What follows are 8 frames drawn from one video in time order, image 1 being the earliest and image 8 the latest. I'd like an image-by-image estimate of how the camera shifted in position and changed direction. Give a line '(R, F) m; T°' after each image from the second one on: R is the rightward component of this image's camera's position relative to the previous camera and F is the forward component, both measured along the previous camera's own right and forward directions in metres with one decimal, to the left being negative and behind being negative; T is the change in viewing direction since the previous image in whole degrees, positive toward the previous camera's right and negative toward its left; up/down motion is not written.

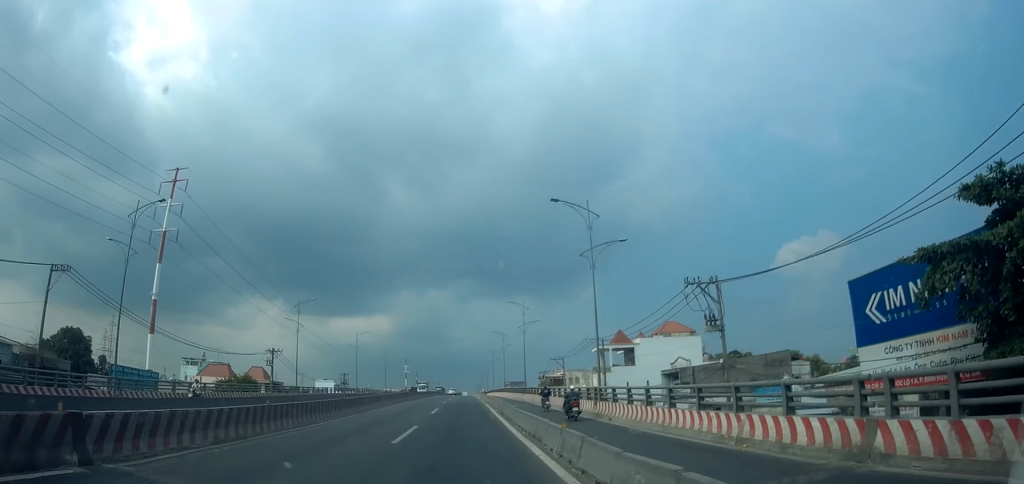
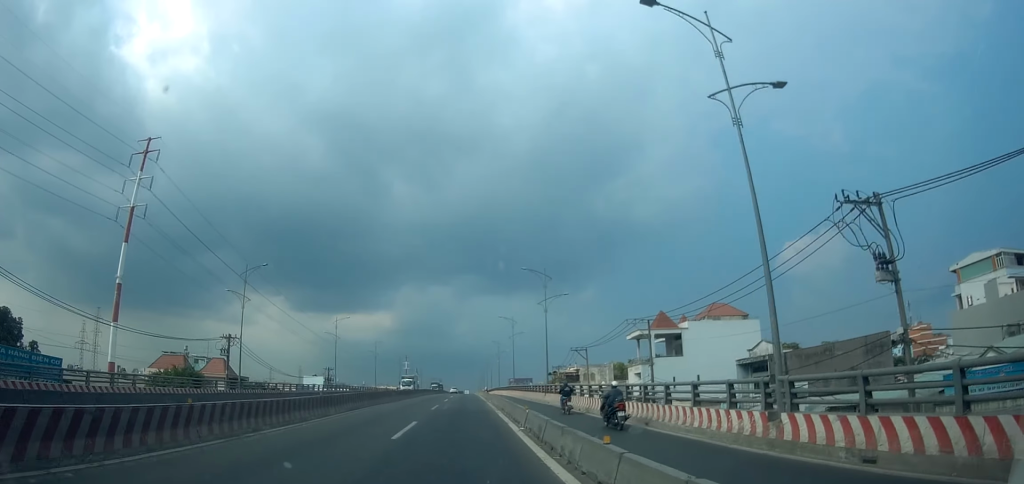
(0.0, +14.6) m; +1°
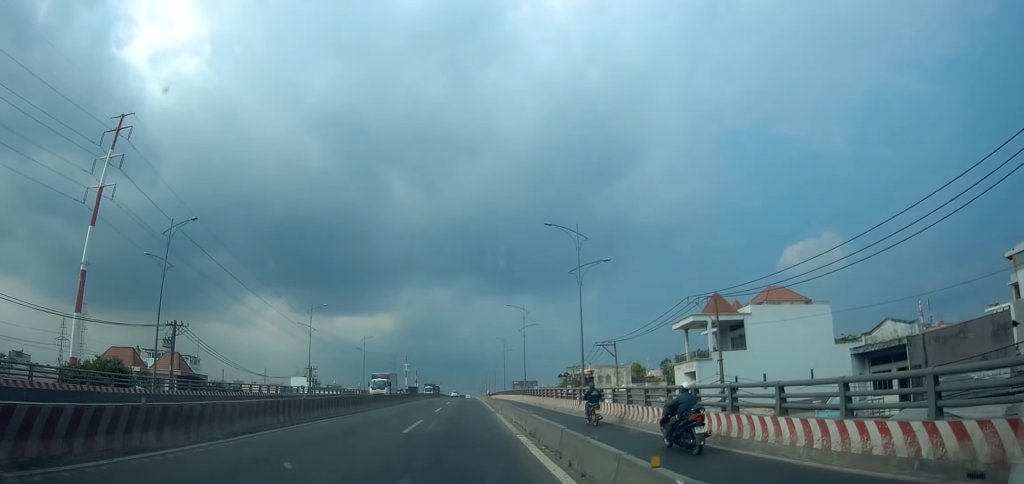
(-0.2, +12.3) m; +2°
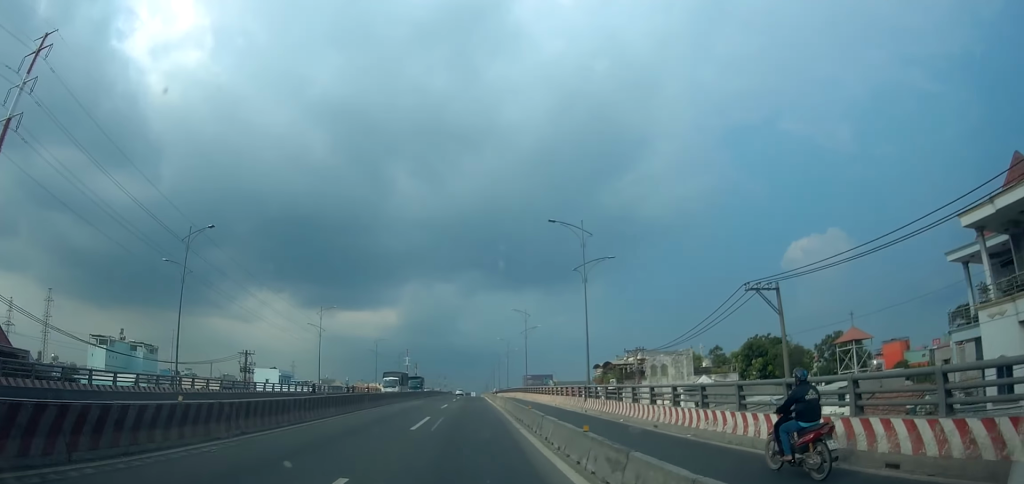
(+0.4, +28.8) m; -1°
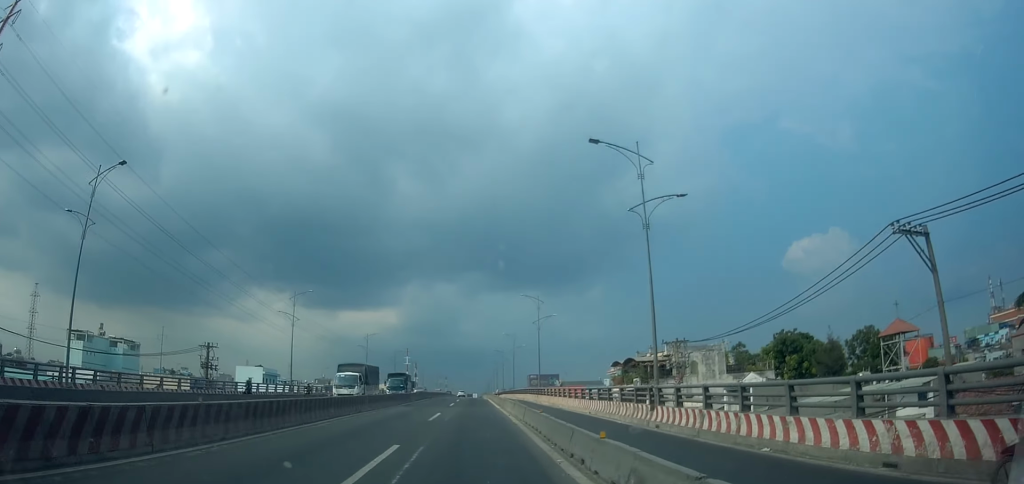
(-0.2, +10.1) m; -1°
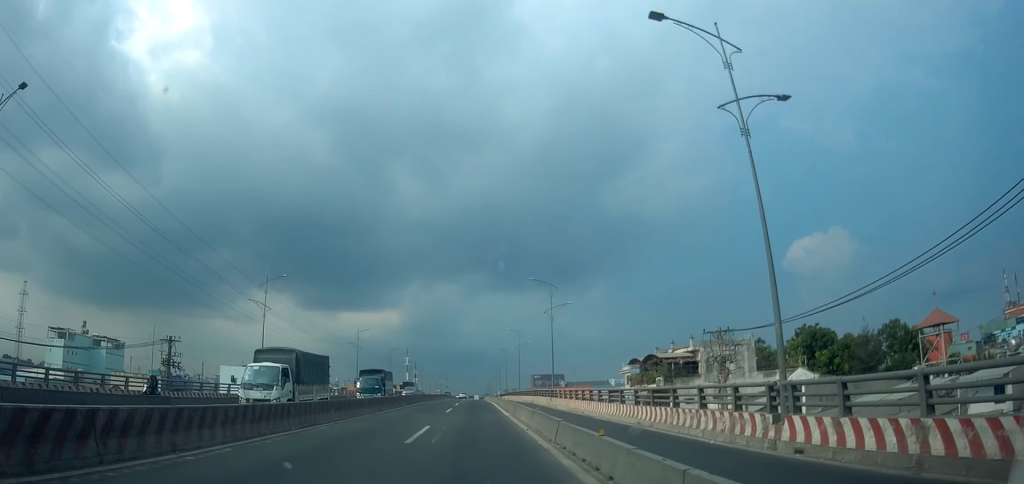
(0.0, +7.6) m; 0°
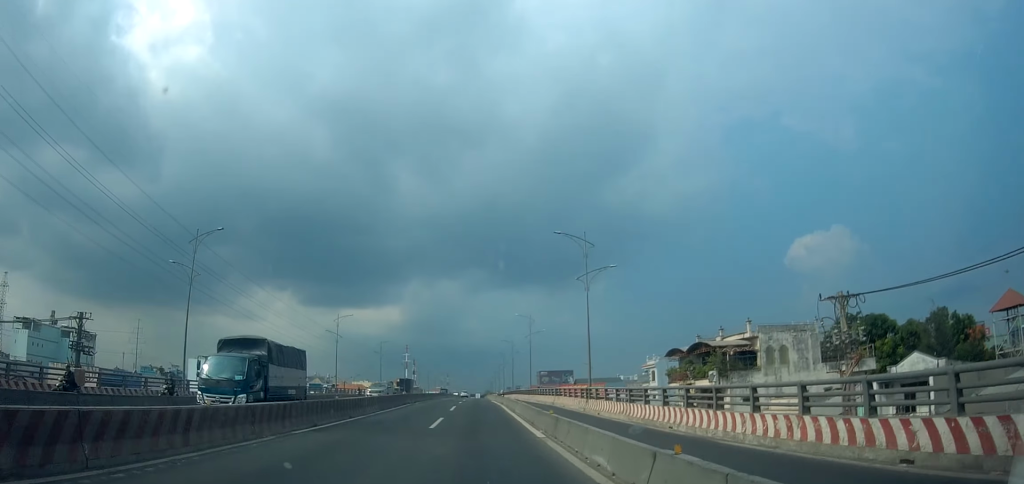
(0.0, +12.7) m; 0°
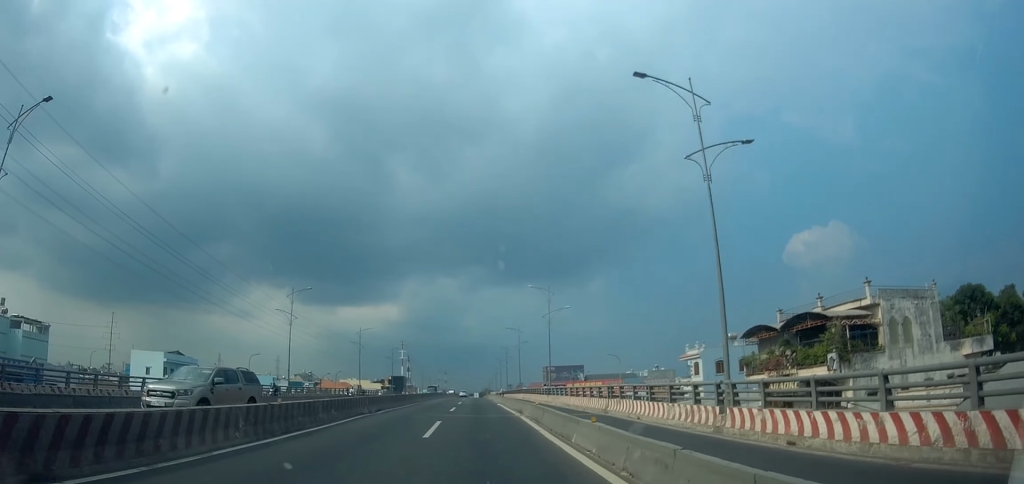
(+0.1, +16.6) m; 0°
